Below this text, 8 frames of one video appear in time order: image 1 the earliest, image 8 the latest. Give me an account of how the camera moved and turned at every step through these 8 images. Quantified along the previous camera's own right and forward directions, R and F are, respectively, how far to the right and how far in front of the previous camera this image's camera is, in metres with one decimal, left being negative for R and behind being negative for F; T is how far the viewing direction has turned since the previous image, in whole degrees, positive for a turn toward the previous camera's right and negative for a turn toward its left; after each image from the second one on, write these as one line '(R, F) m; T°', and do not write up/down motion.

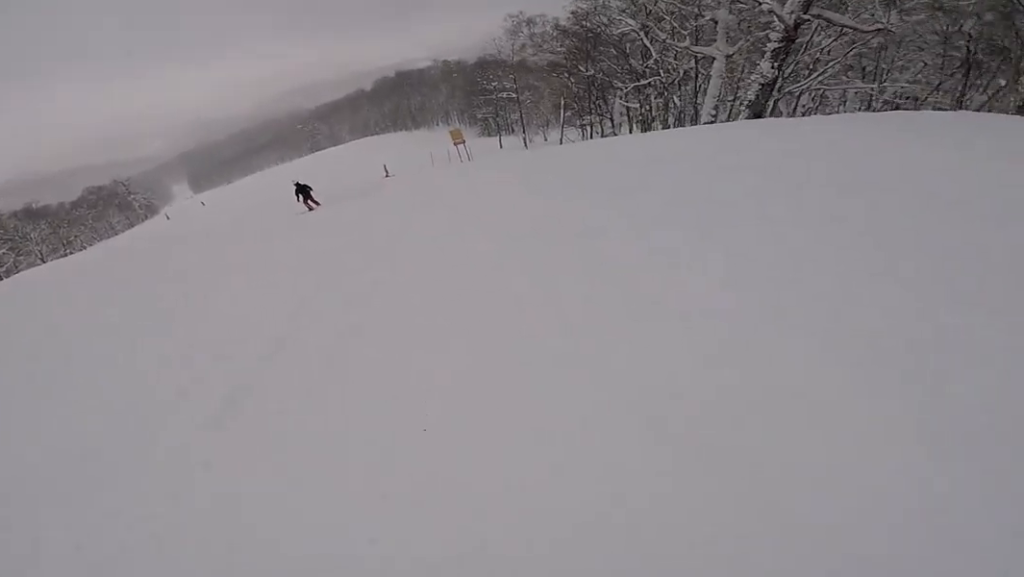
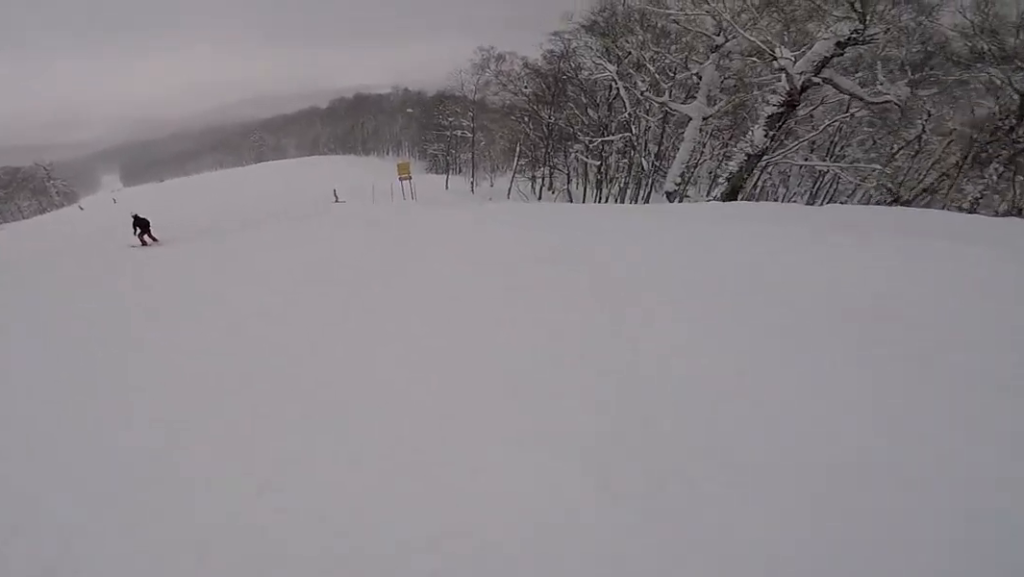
(-0.3, +4.5) m; -6°
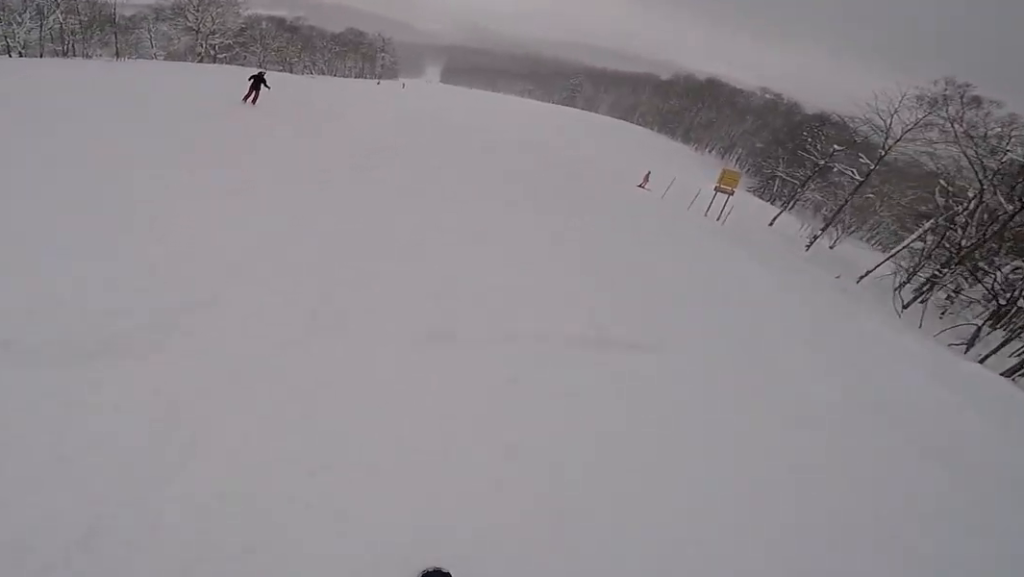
(-1.1, +8.4) m; -16°
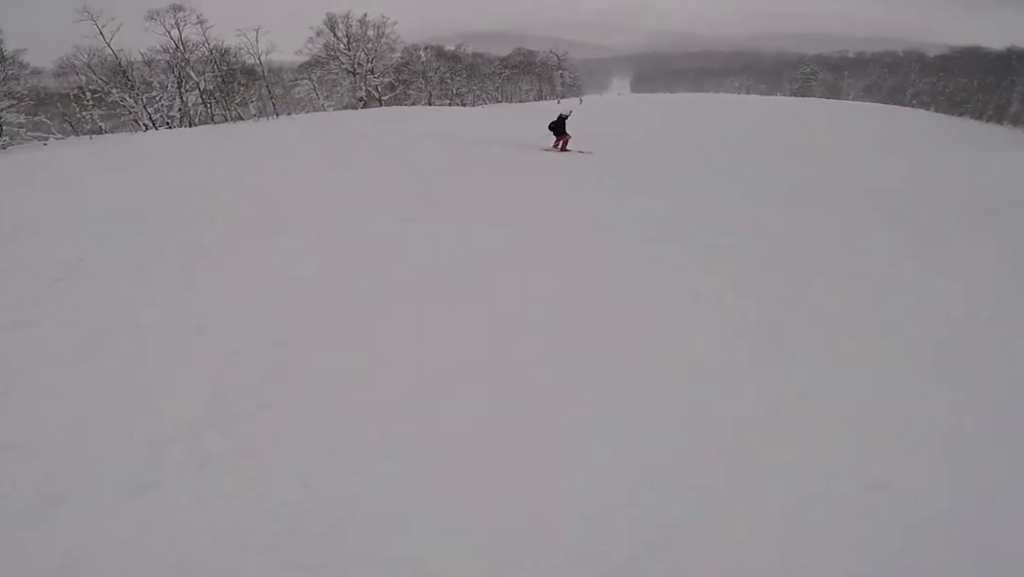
(-2.9, +13.6) m; -2°
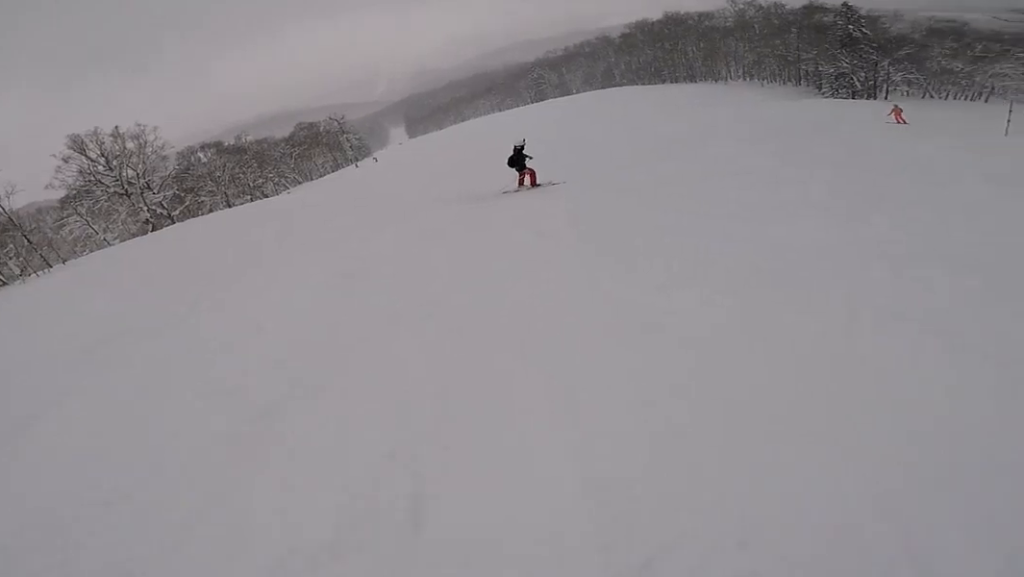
(+1.3, +4.7) m; +13°
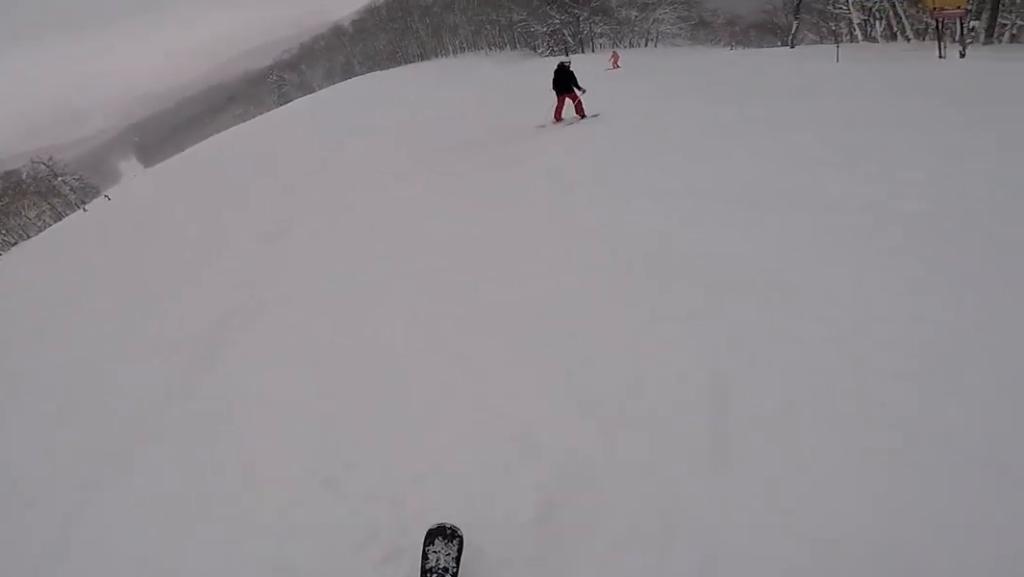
(+1.3, +7.4) m; +12°
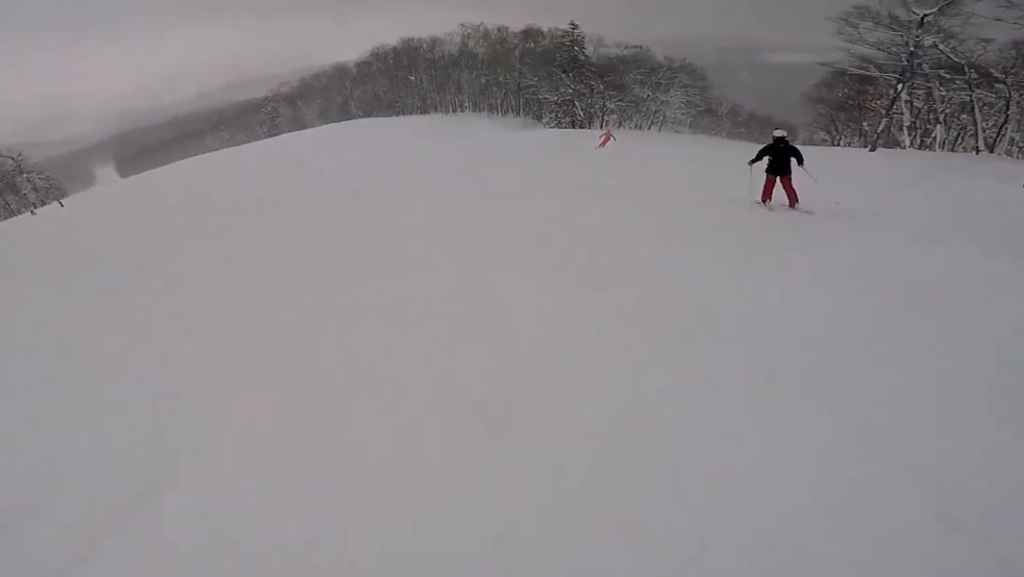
(+0.6, +6.5) m; +3°
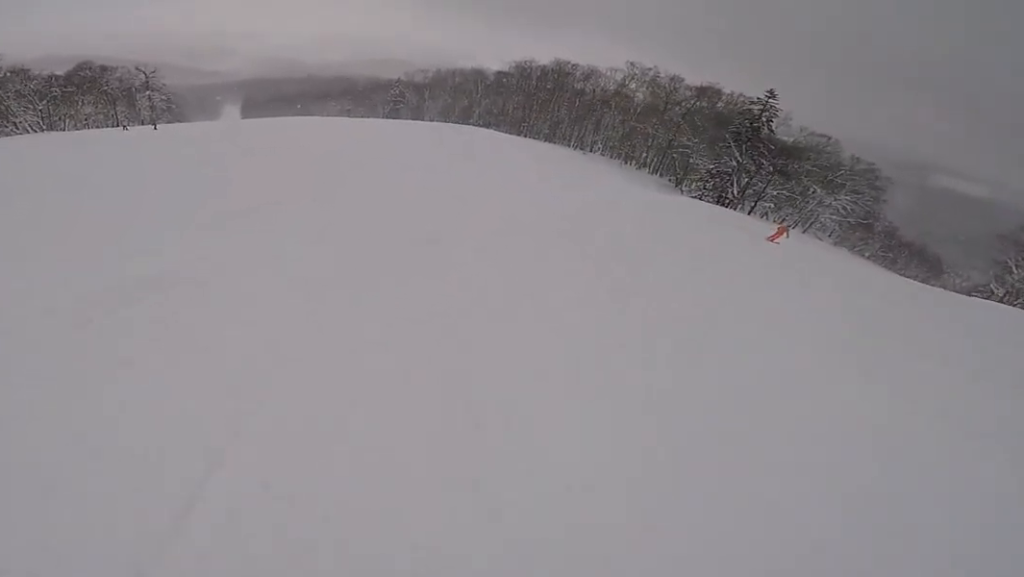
(-0.5, +8.2) m; +4°
